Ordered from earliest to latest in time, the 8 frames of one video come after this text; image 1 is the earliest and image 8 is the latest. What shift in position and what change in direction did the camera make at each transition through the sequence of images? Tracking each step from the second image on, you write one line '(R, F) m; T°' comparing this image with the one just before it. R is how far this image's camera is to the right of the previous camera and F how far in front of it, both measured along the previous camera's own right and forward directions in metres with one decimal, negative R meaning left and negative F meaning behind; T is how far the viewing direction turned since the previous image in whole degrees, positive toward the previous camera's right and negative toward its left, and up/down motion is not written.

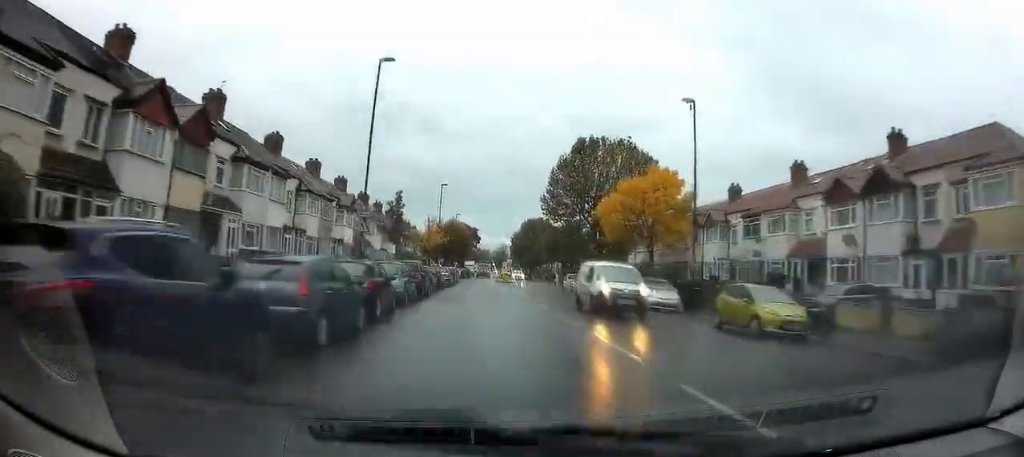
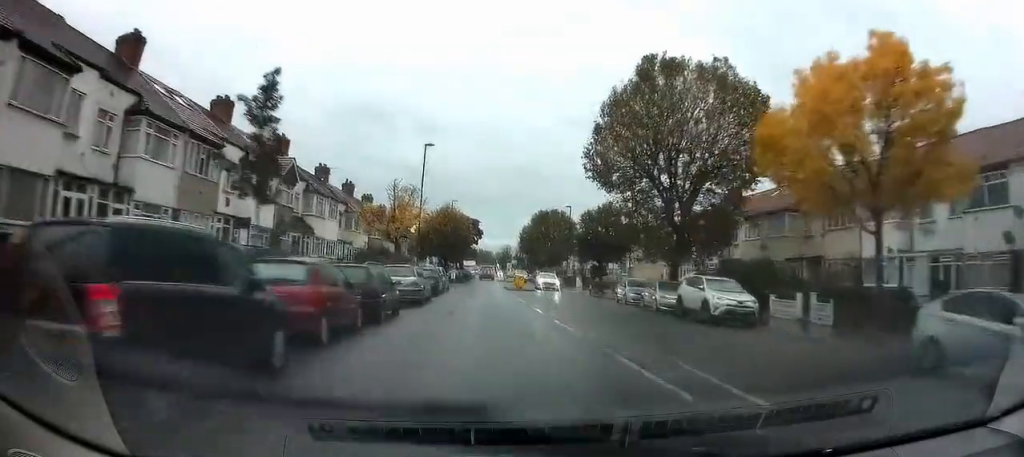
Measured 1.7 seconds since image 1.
(-0.6, +20.9) m; -1°
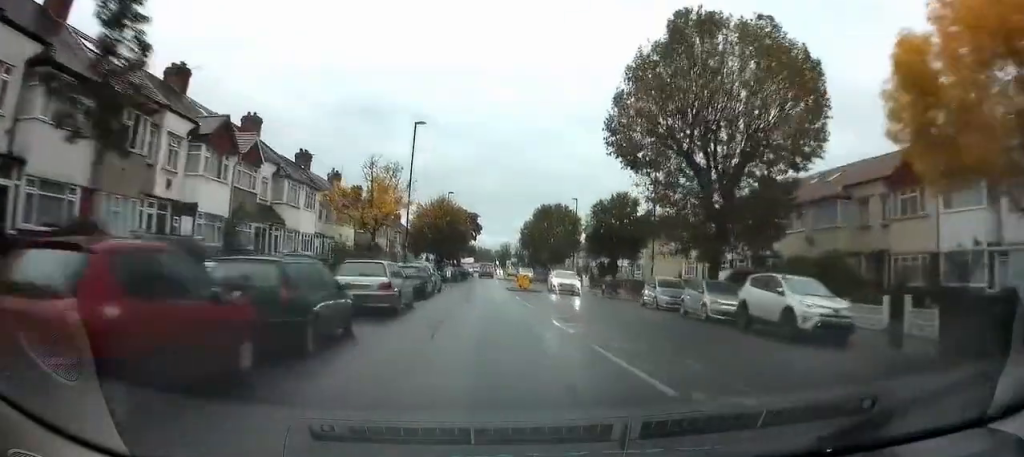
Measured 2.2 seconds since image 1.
(0.0, +5.9) m; 0°
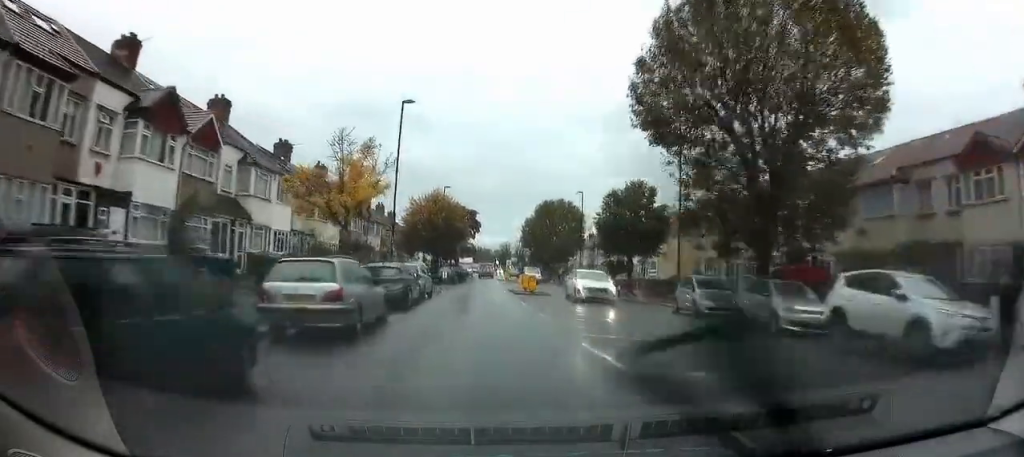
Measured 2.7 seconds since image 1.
(+0.1, +5.0) m; 0°
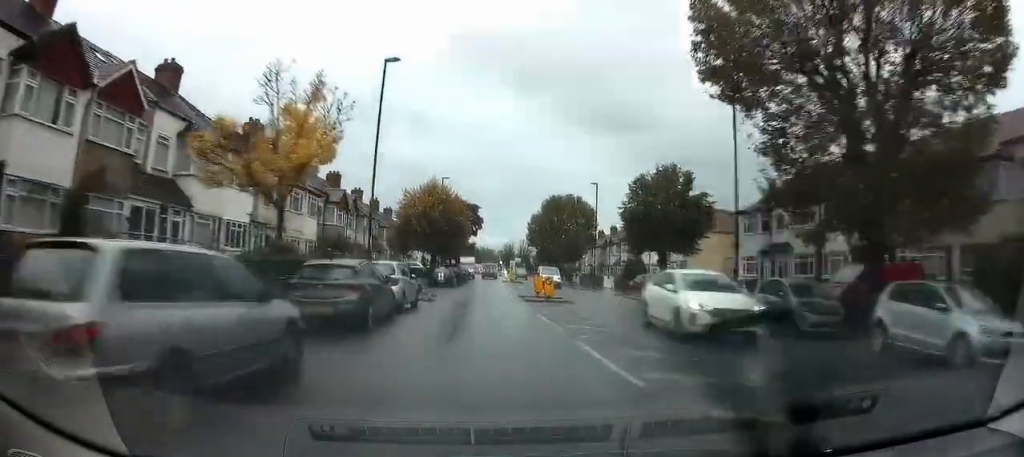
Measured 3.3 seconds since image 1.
(+0.1, +6.9) m; 0°
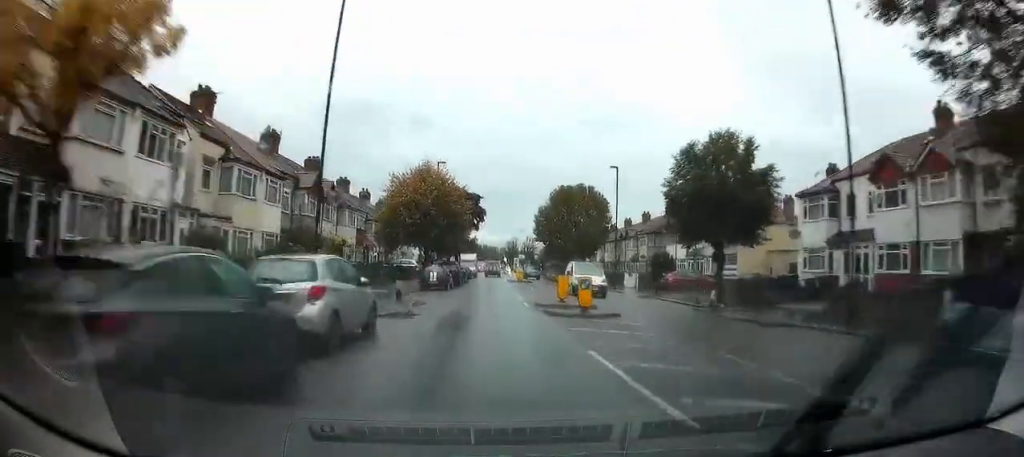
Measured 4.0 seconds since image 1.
(-0.2, +8.1) m; 0°
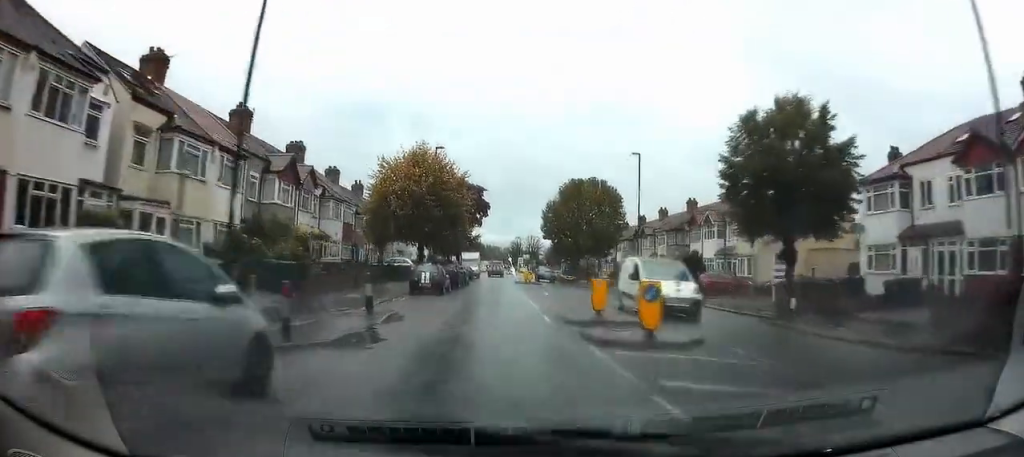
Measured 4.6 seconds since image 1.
(+0.1, +6.2) m; 0°
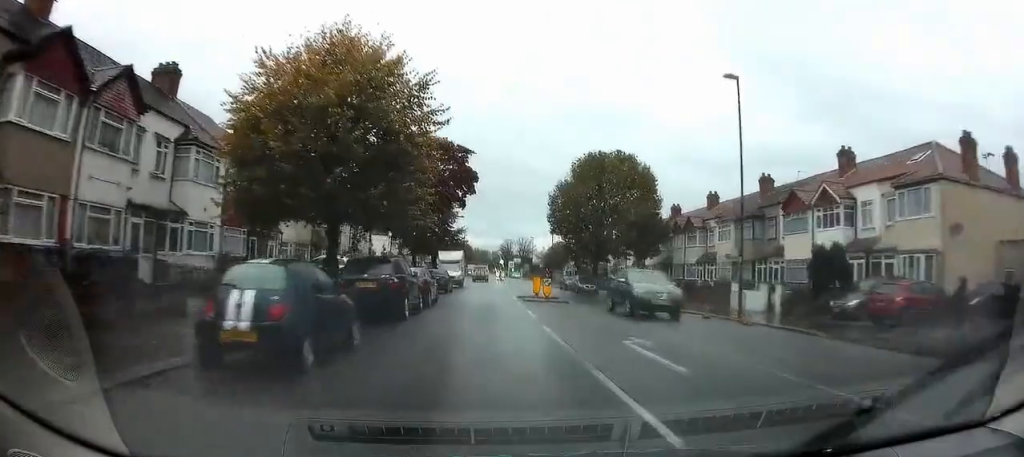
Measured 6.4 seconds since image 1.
(+0.2, +19.7) m; +2°
